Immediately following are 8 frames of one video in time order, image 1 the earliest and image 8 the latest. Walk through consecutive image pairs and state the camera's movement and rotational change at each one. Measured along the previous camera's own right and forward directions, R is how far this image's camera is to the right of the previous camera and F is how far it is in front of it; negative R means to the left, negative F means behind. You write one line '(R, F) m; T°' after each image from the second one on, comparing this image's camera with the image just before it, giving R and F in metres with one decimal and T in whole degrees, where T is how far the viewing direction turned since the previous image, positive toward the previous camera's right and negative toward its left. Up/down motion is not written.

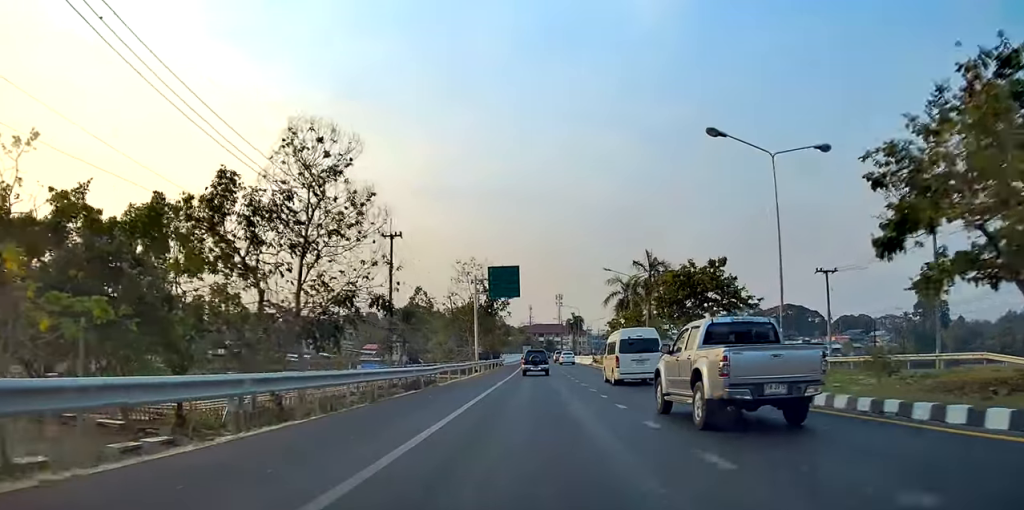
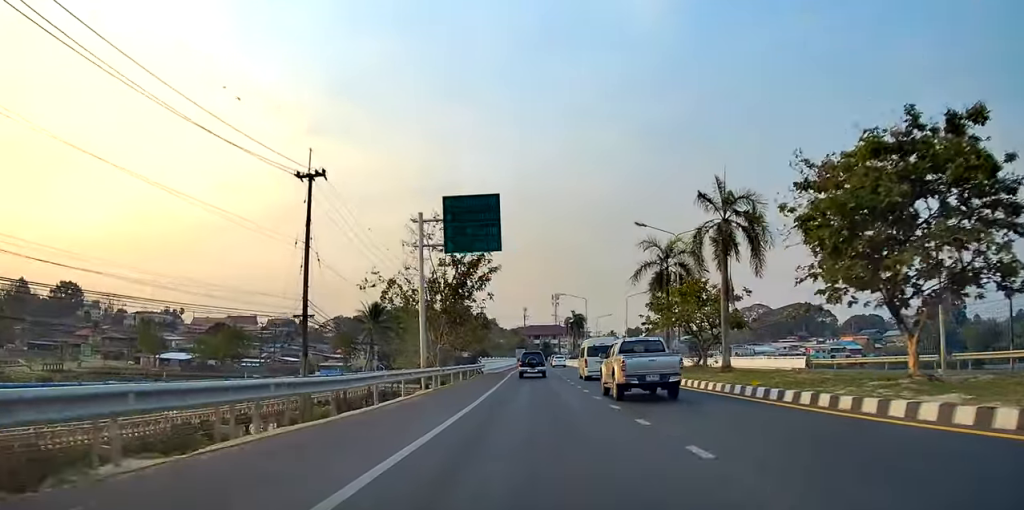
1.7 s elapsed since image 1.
(+0.1, +23.8) m; +1°
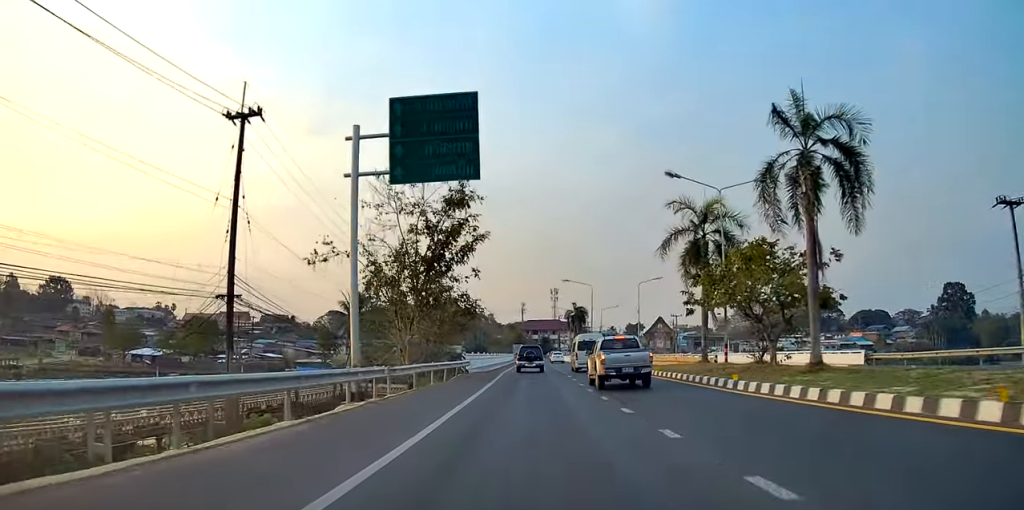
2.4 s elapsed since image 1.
(+0.2, +10.4) m; +1°
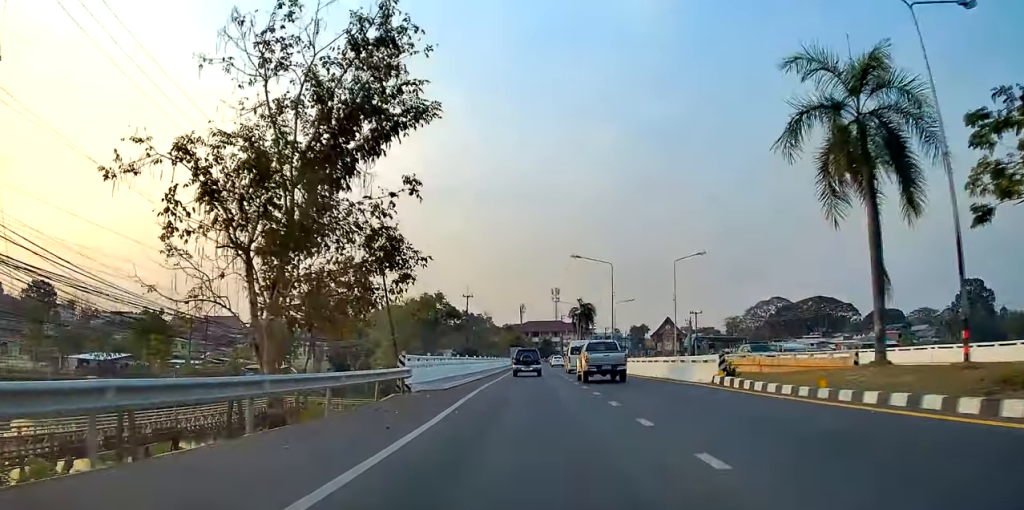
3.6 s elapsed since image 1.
(+0.3, +18.4) m; +1°
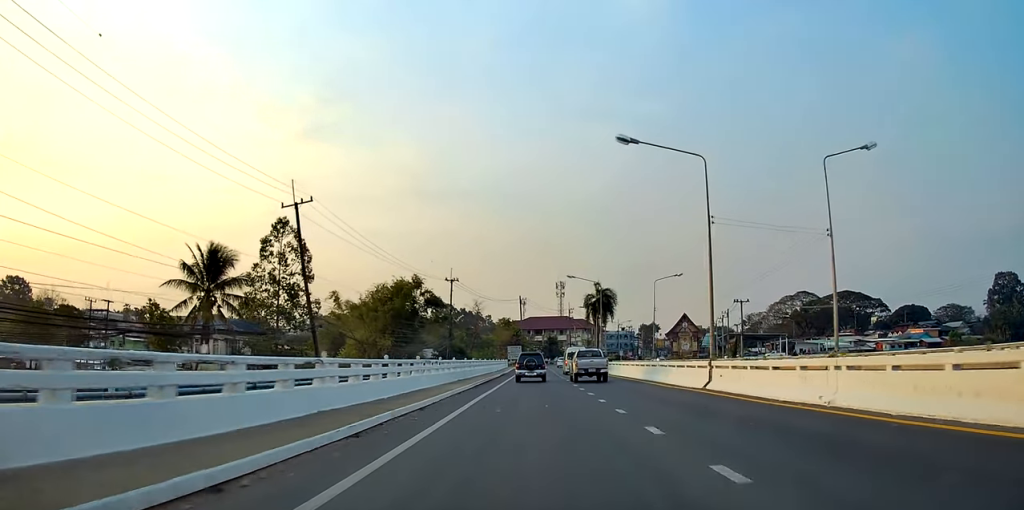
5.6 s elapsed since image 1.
(+0.1, +28.3) m; -1°
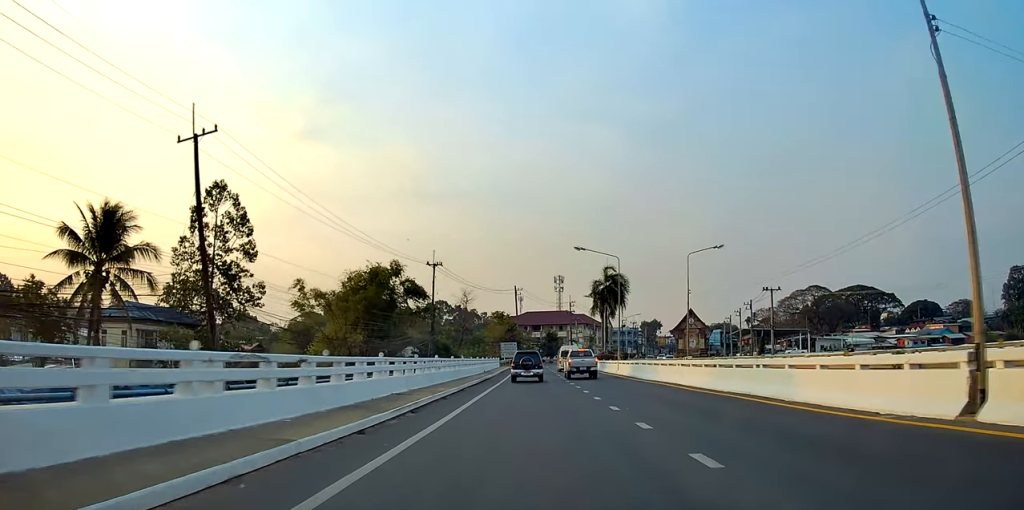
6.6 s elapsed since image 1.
(-0.3, +15.5) m; +1°
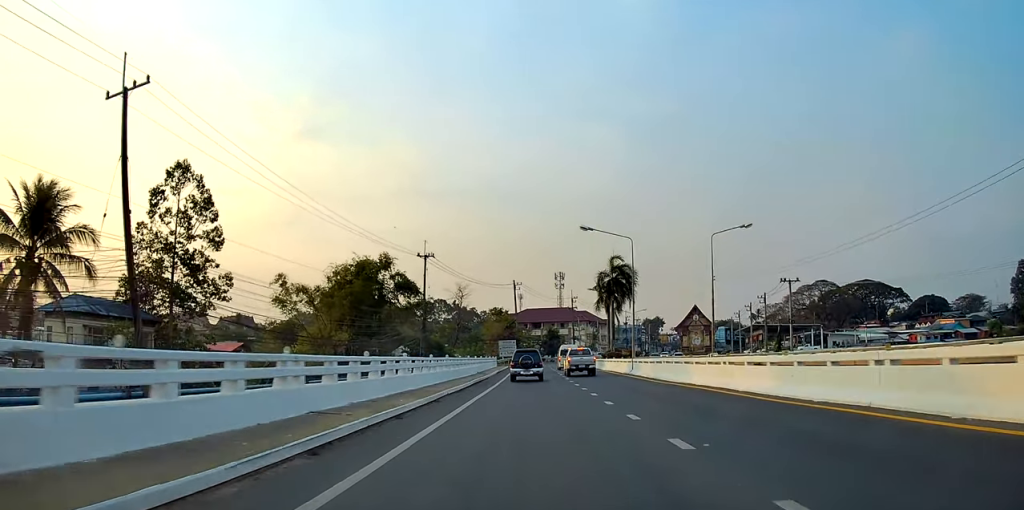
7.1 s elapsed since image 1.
(0.0, +7.2) m; 0°
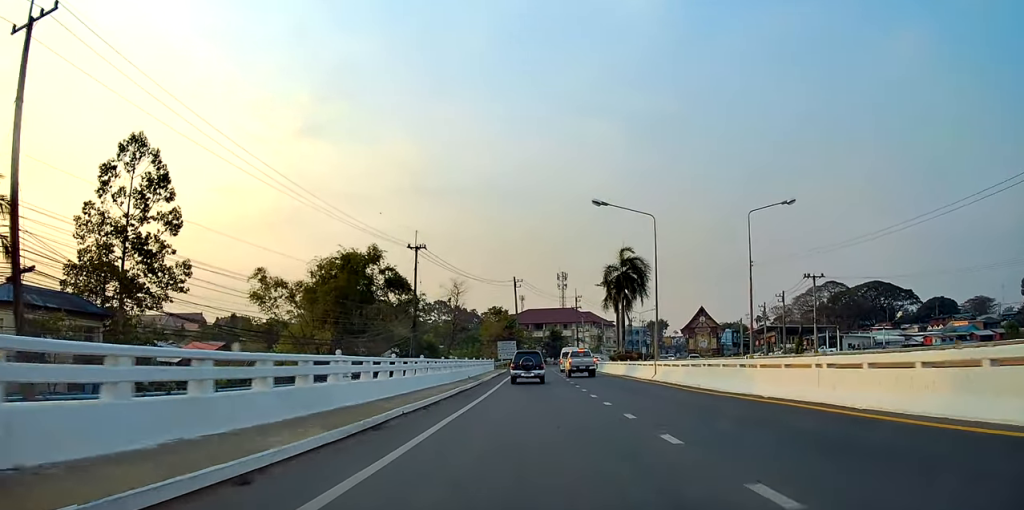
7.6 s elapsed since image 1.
(+0.4, +7.5) m; 0°
